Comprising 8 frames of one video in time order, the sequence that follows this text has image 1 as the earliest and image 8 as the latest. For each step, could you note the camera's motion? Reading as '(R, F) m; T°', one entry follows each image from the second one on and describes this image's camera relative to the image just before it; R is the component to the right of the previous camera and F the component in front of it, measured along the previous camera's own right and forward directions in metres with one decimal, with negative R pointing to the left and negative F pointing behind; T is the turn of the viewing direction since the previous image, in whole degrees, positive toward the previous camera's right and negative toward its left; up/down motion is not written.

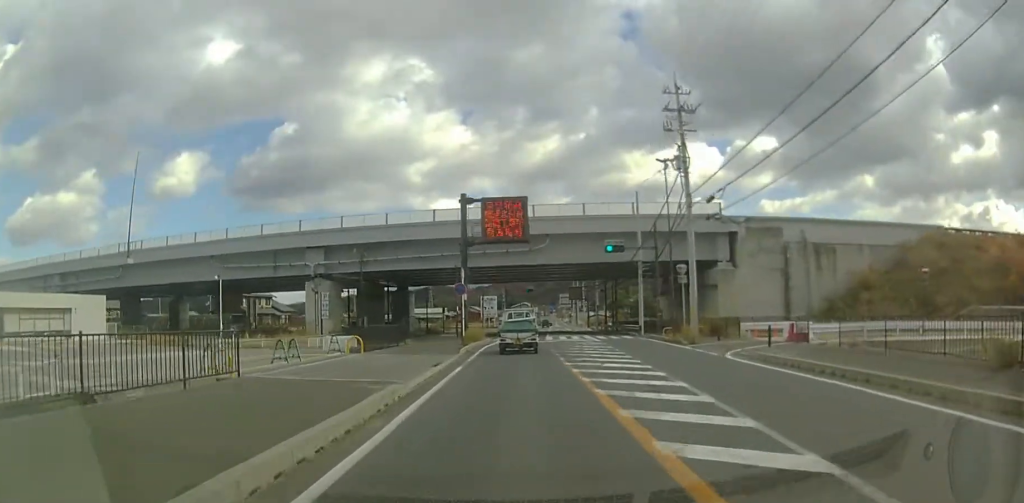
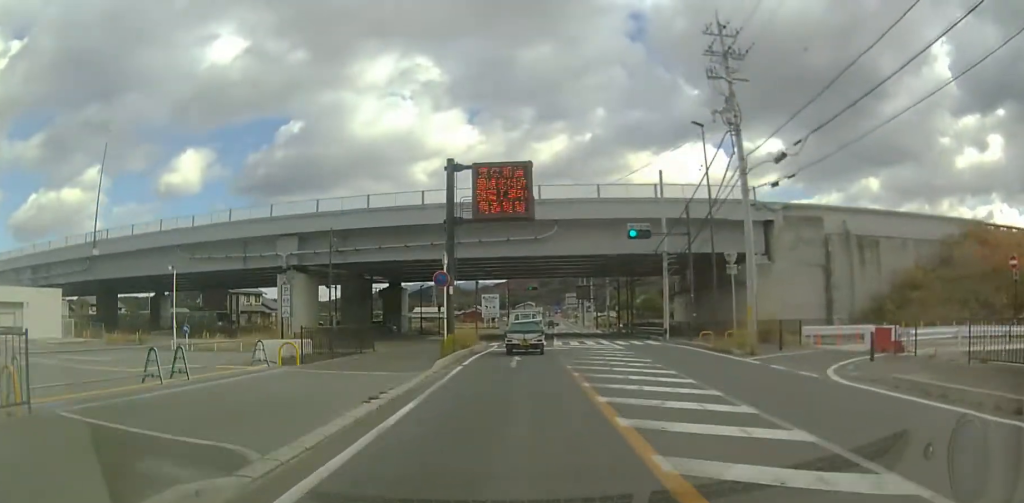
(-0.1, +6.3) m; 0°
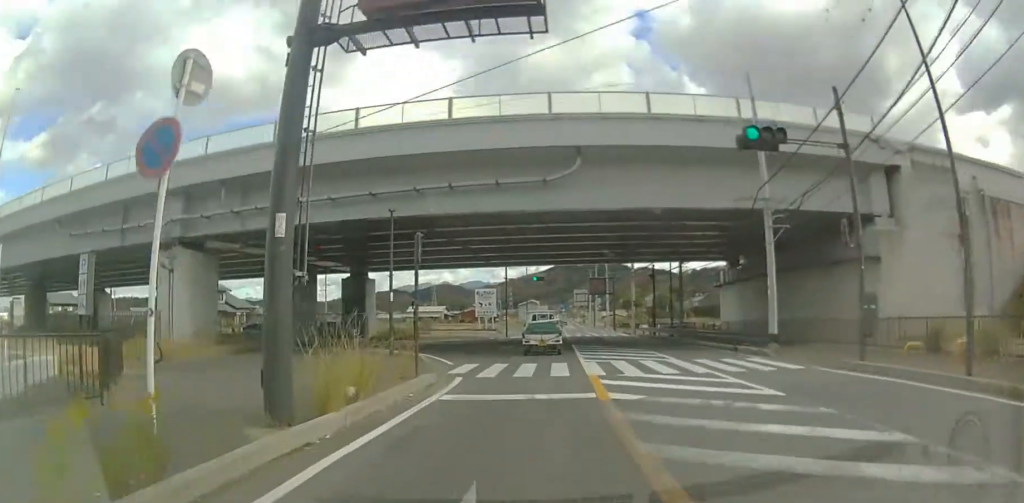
(+0.1, +15.7) m; +1°
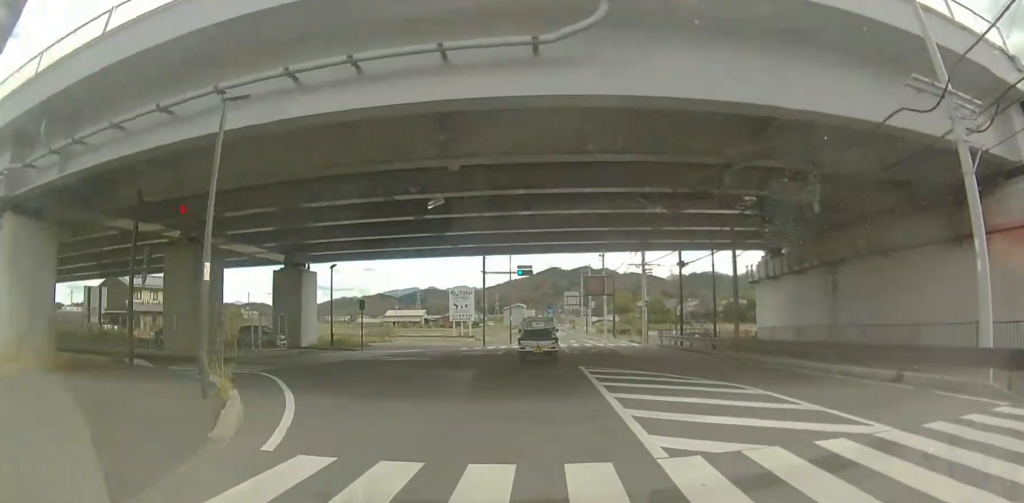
(0.0, +12.0) m; 0°
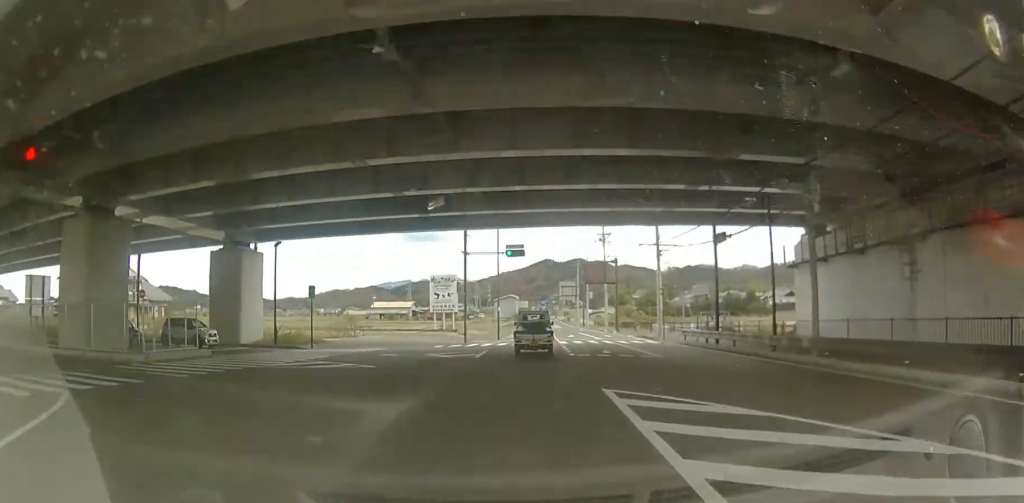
(0.0, +7.5) m; 0°
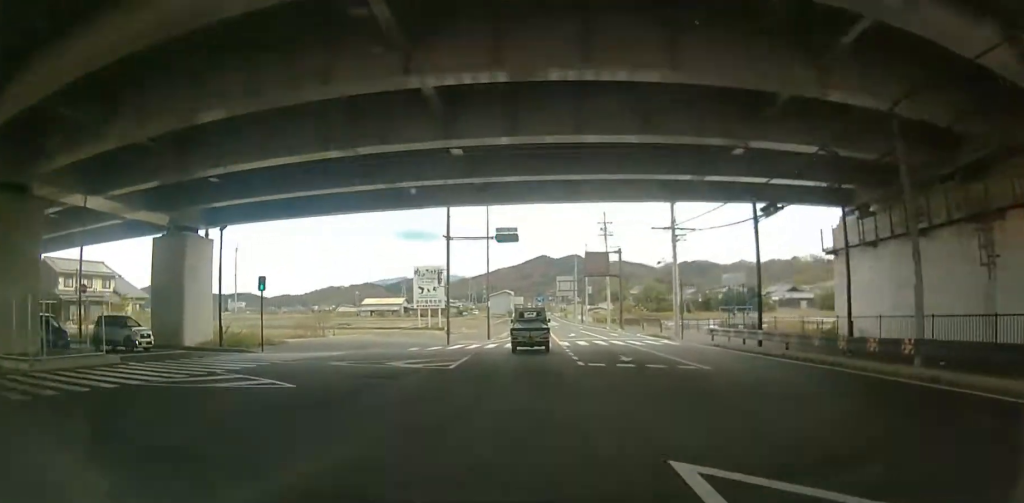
(0.0, +5.7) m; 0°
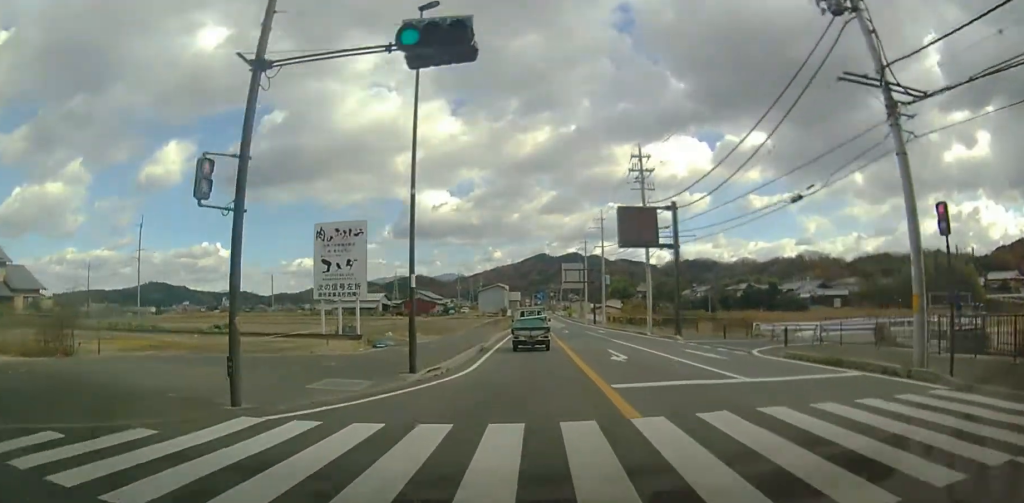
(0.0, +21.9) m; 0°
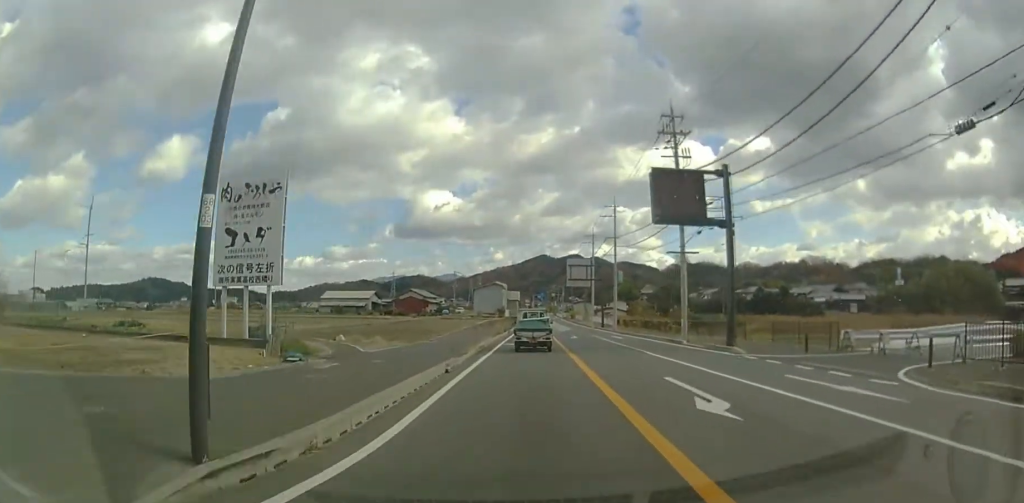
(0.0, +8.8) m; 0°
